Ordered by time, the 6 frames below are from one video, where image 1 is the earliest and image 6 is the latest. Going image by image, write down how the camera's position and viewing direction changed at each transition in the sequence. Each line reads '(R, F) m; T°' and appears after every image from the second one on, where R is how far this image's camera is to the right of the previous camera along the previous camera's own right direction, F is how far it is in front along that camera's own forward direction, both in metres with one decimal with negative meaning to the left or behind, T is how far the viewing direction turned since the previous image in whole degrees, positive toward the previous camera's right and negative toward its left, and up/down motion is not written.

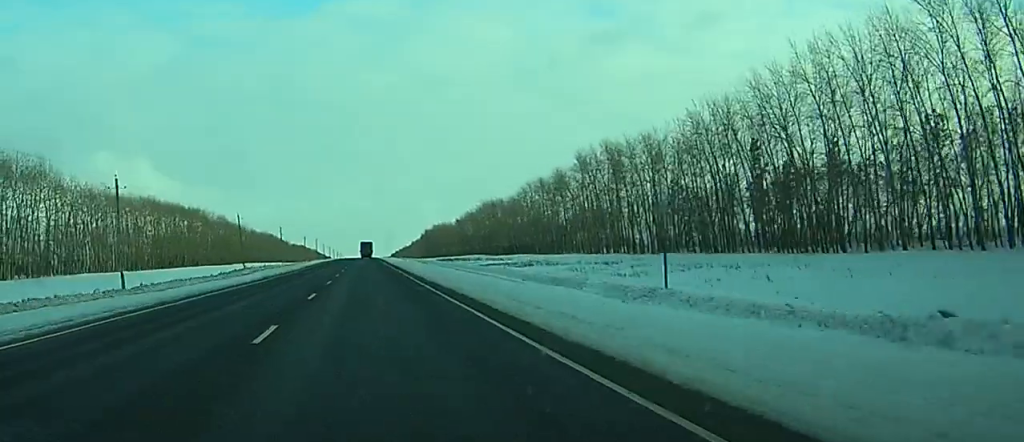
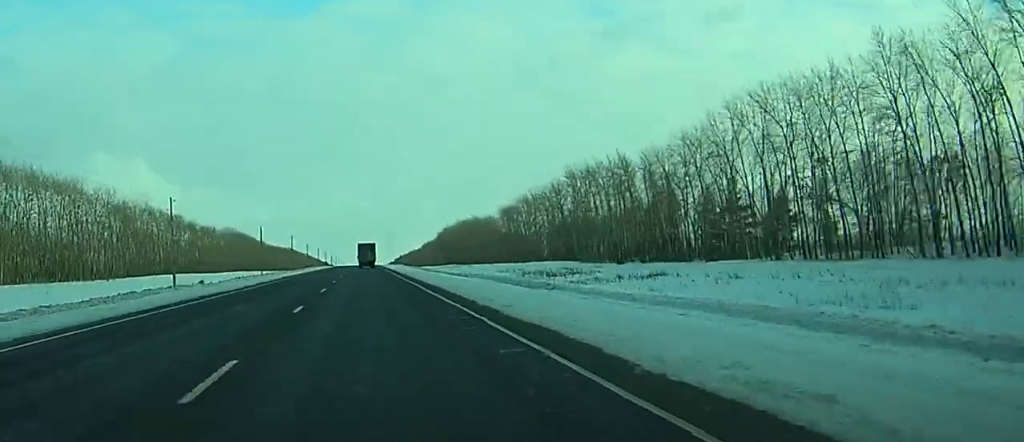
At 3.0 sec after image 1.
(+0.1, +112.1) m; 0°
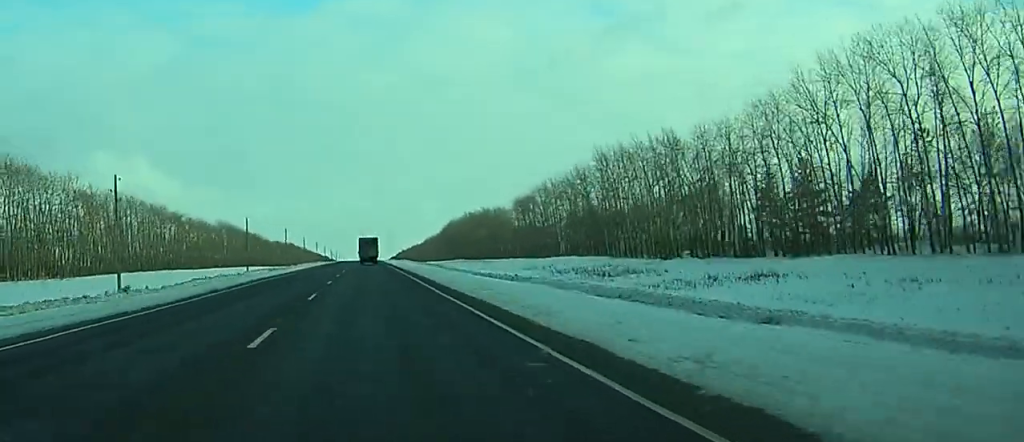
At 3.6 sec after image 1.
(+0.1, +19.5) m; 0°
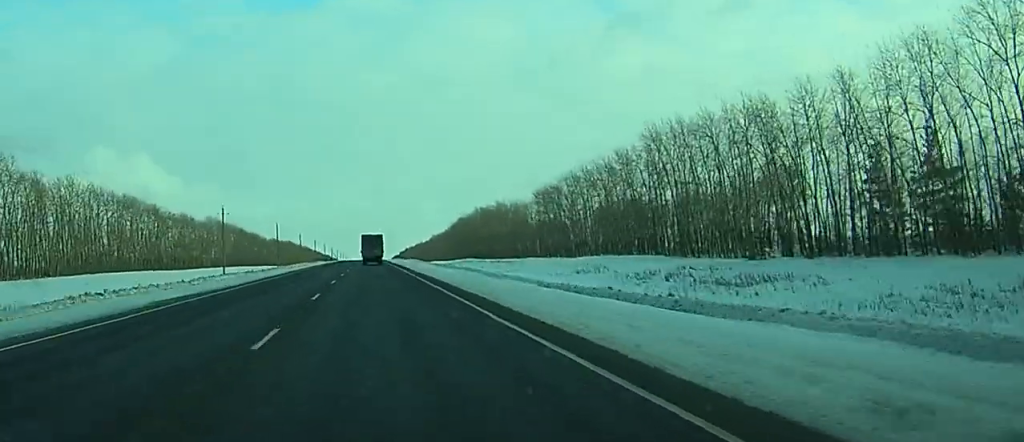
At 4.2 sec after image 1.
(-0.2, +24.3) m; 0°
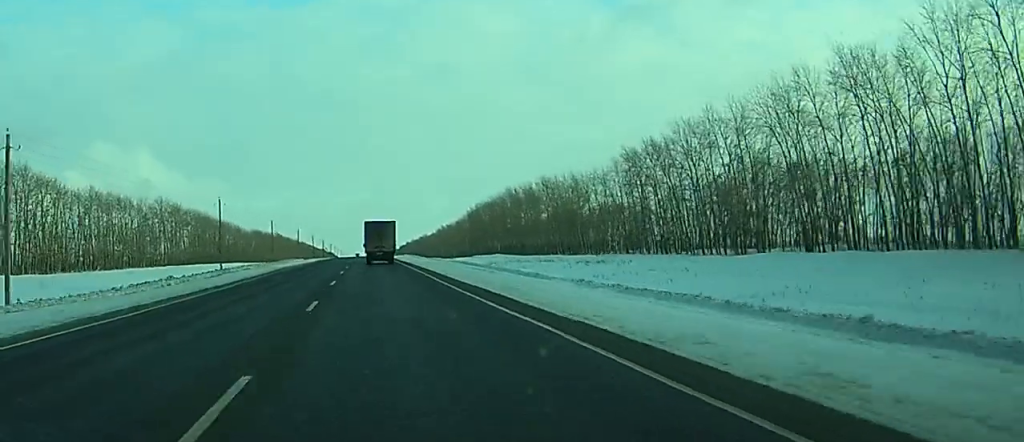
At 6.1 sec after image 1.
(+0.2, +68.9) m; 0°
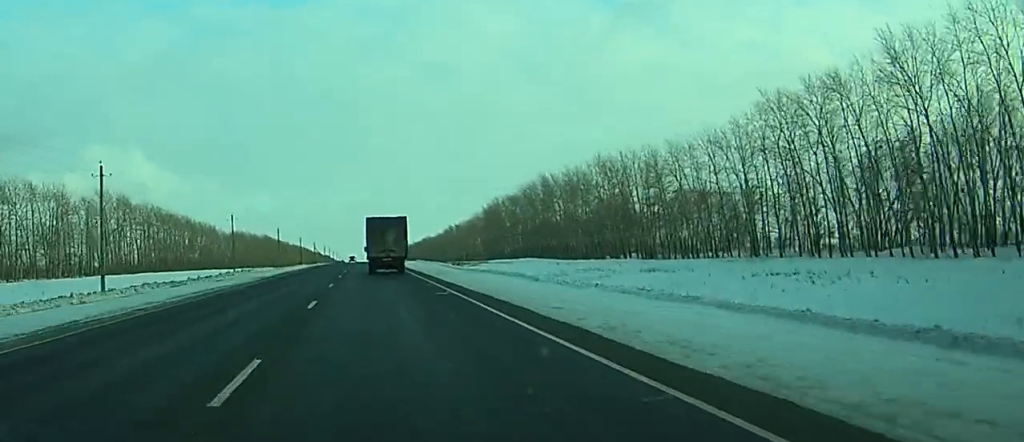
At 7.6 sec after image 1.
(+0.5, +57.7) m; +1°
